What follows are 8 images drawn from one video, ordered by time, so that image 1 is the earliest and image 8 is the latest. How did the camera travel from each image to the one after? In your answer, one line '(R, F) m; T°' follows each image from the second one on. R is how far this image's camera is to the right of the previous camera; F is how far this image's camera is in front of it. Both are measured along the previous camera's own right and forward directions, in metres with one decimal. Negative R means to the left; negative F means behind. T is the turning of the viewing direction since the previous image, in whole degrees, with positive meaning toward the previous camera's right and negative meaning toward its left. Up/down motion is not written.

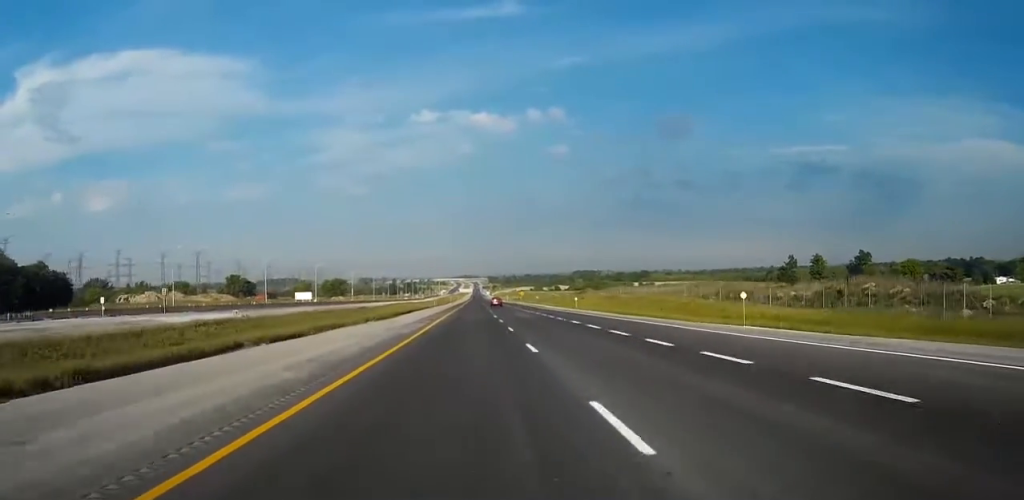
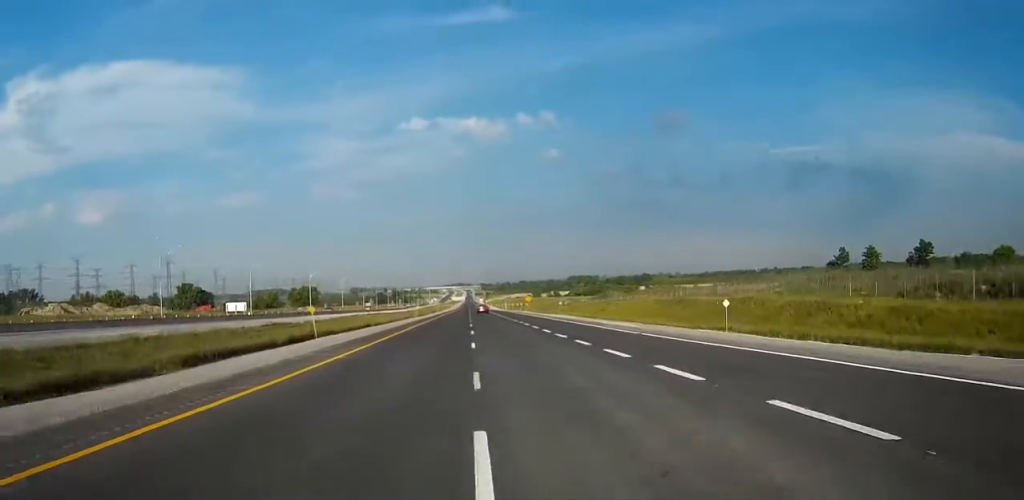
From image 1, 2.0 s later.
(0.0, +60.8) m; 0°
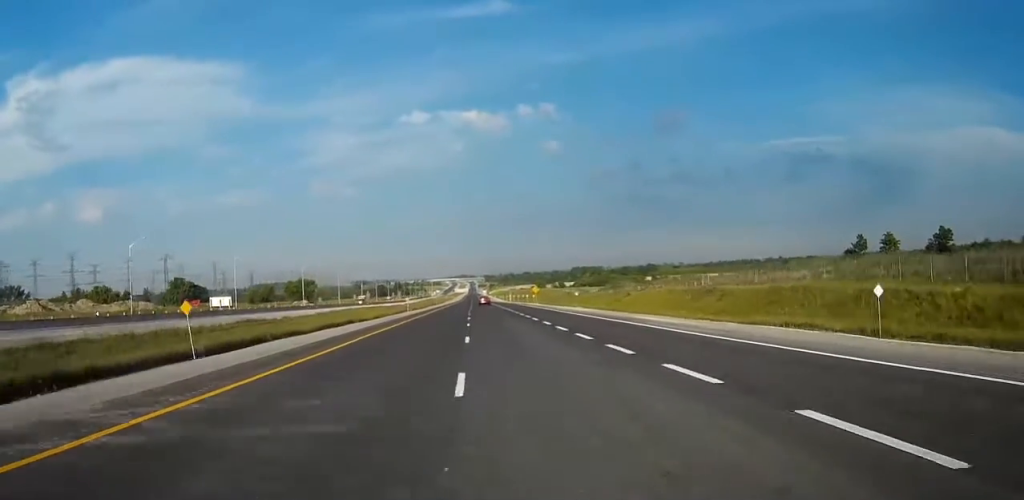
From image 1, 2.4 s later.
(0.0, +13.4) m; 0°
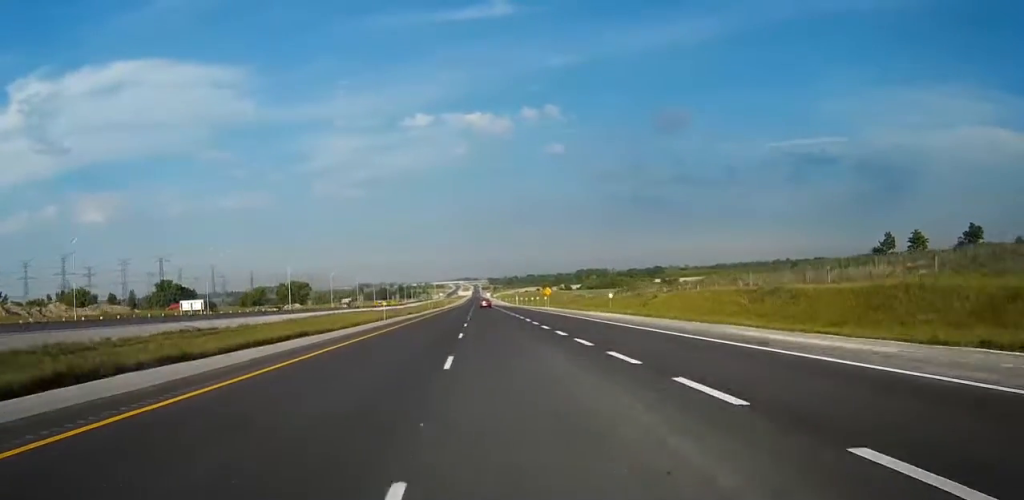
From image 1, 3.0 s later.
(0.0, +19.7) m; 0°
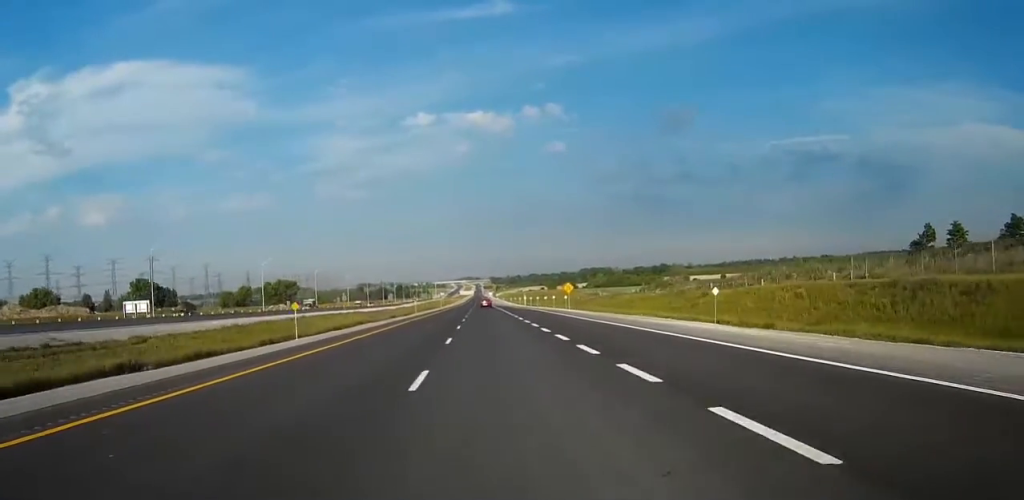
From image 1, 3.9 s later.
(-0.1, +27.0) m; 0°
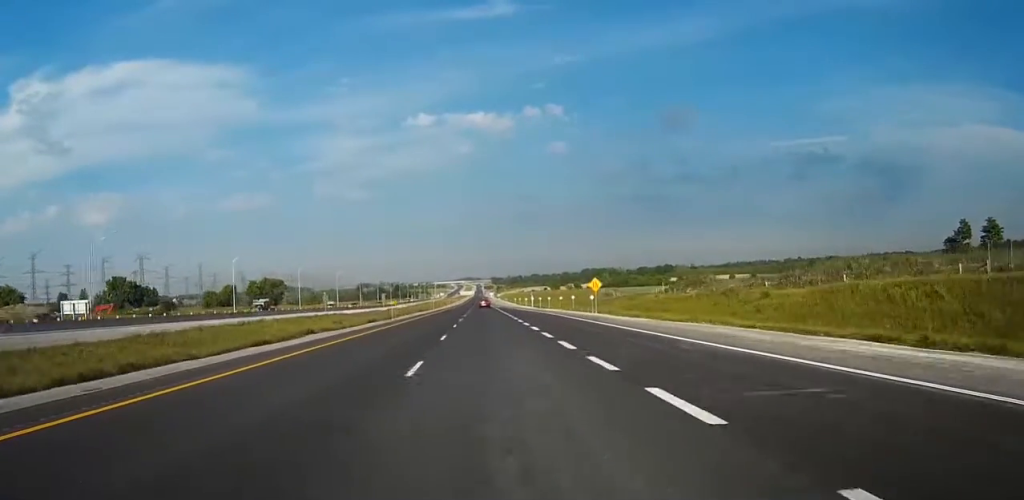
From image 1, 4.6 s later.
(0.0, +21.9) m; 0°
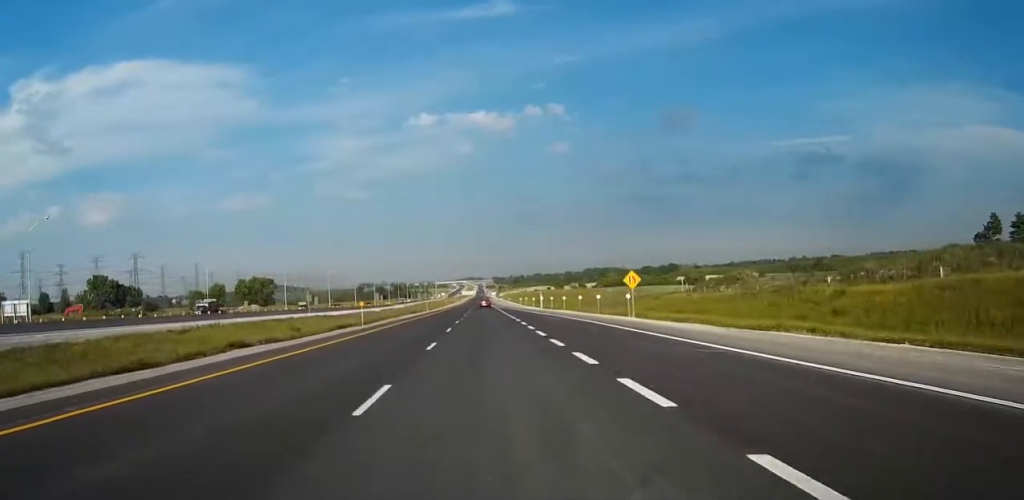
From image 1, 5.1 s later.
(0.0, +16.7) m; 0°
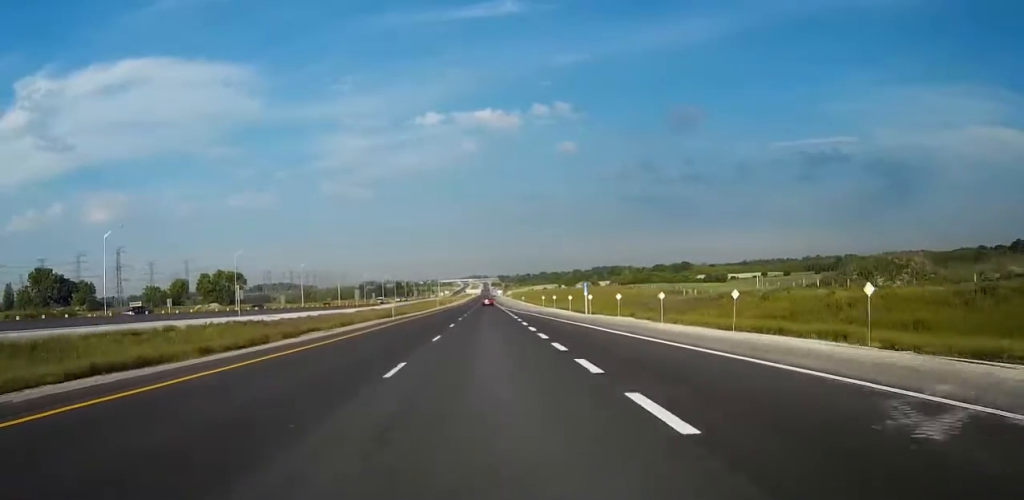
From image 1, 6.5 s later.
(-0.1, +44.0) m; -1°
